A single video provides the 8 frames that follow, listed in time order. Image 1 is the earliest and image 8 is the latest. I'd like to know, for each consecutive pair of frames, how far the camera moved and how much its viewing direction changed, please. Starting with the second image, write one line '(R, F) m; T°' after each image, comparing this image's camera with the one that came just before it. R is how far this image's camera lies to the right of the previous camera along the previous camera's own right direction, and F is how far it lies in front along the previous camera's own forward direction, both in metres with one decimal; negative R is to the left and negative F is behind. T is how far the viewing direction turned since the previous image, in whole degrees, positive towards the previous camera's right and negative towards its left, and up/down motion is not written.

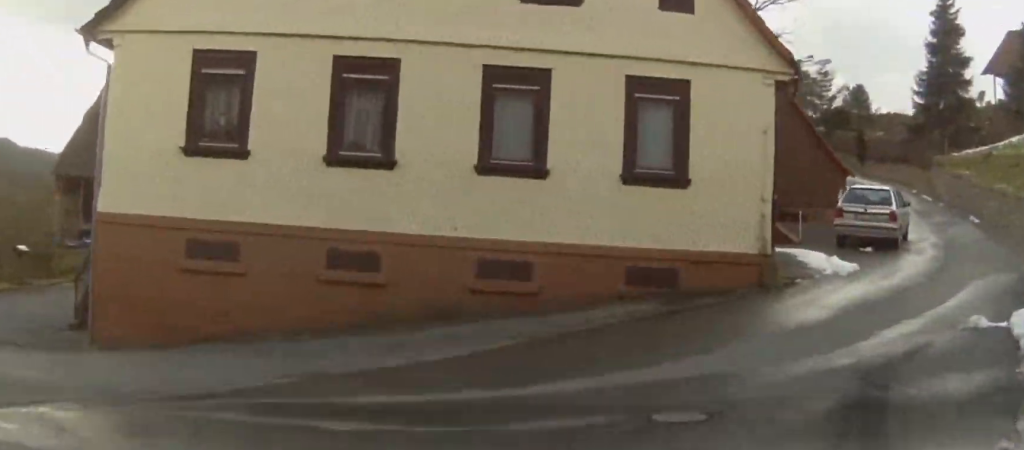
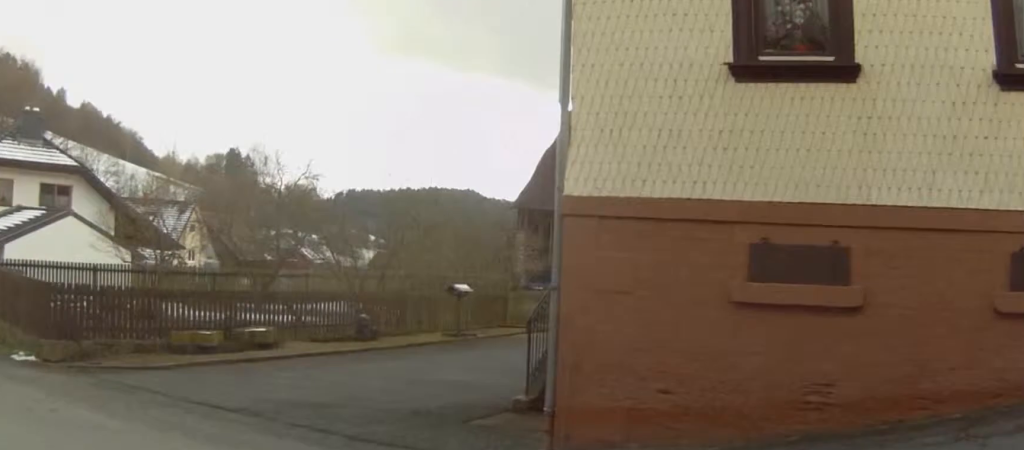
(-1.0, +6.9) m; -20°
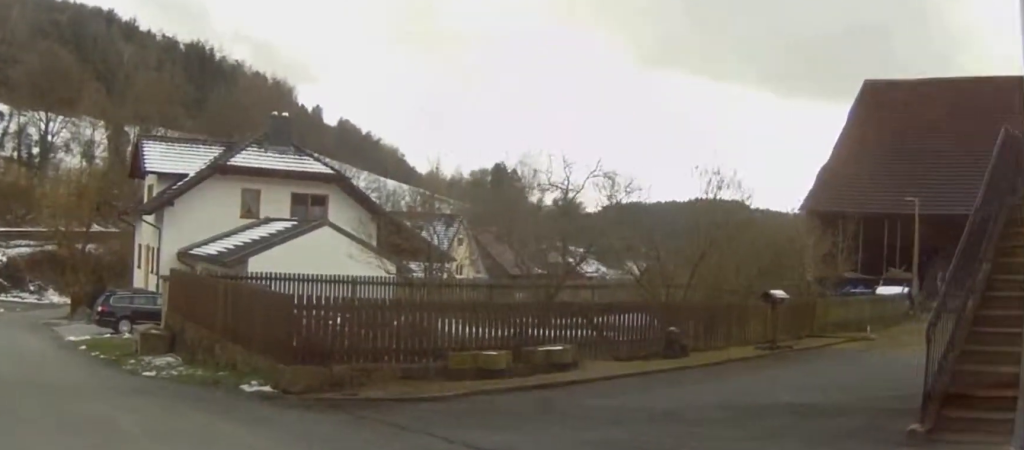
(-0.5, +3.3) m; -16°
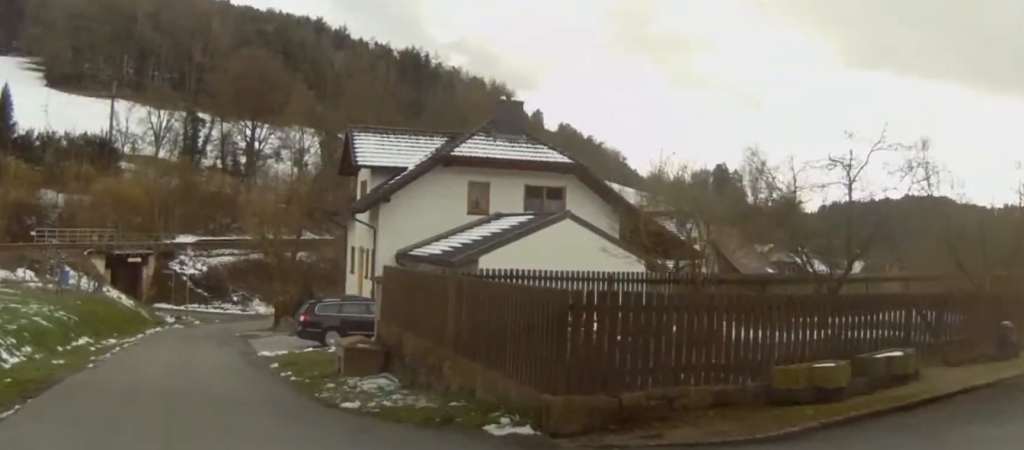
(-0.9, +4.6) m; -23°
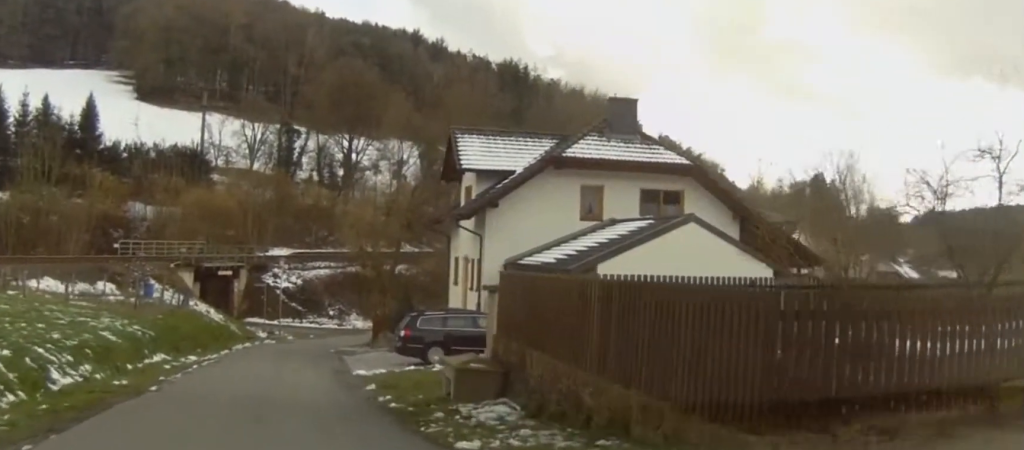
(-0.6, +2.4) m; -9°
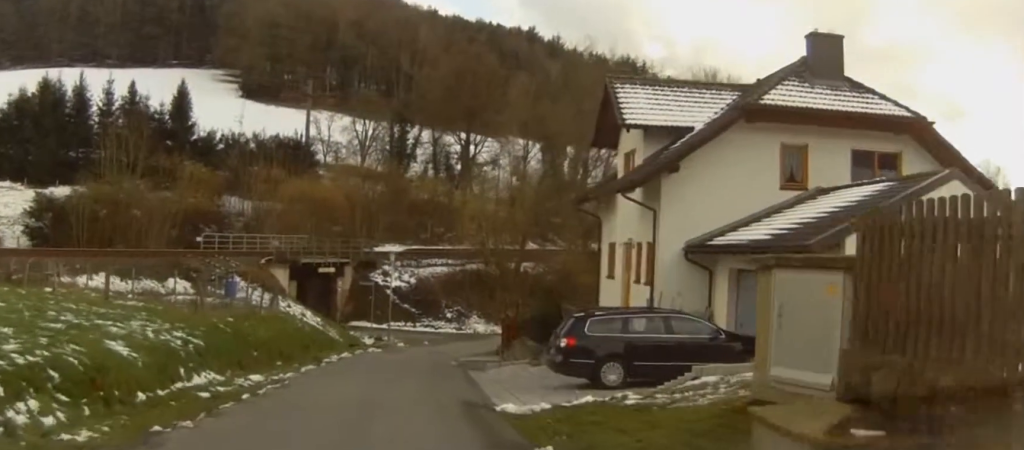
(-0.9, +8.2) m; -8°
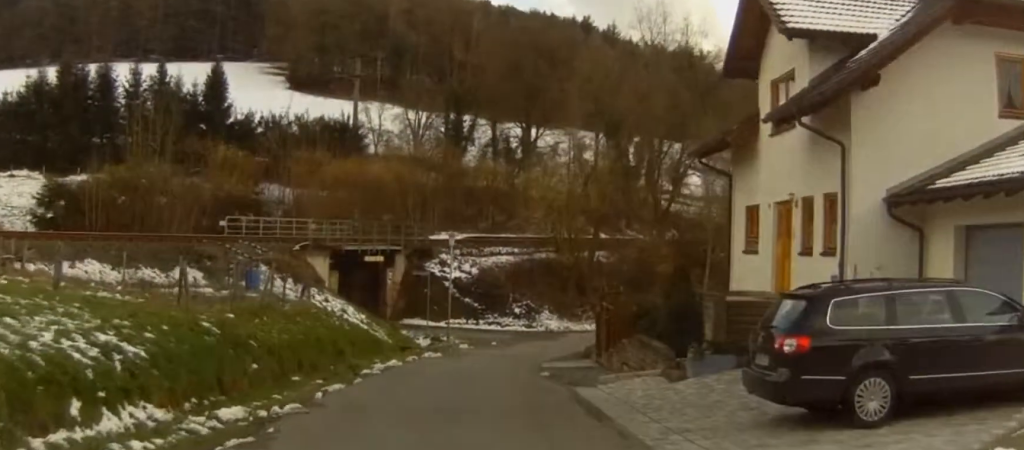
(-0.2, +7.9) m; -3°
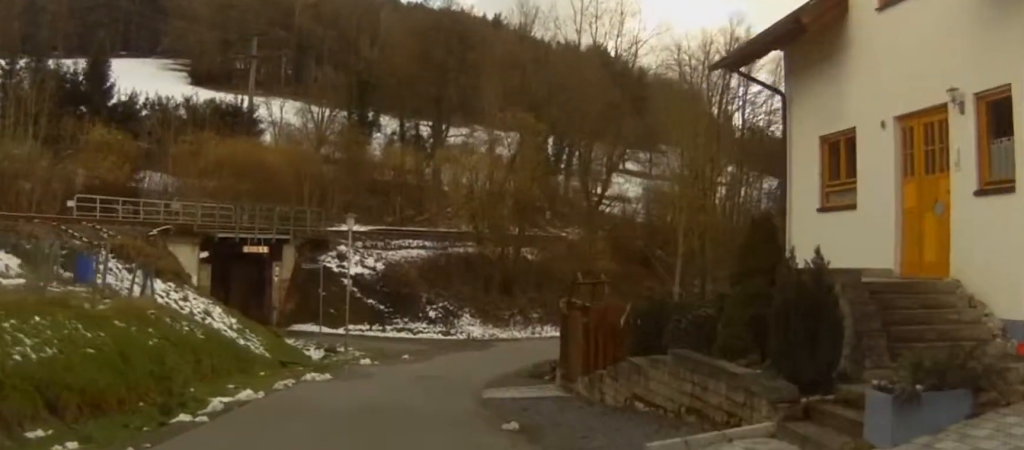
(-0.1, +10.6) m; 0°
